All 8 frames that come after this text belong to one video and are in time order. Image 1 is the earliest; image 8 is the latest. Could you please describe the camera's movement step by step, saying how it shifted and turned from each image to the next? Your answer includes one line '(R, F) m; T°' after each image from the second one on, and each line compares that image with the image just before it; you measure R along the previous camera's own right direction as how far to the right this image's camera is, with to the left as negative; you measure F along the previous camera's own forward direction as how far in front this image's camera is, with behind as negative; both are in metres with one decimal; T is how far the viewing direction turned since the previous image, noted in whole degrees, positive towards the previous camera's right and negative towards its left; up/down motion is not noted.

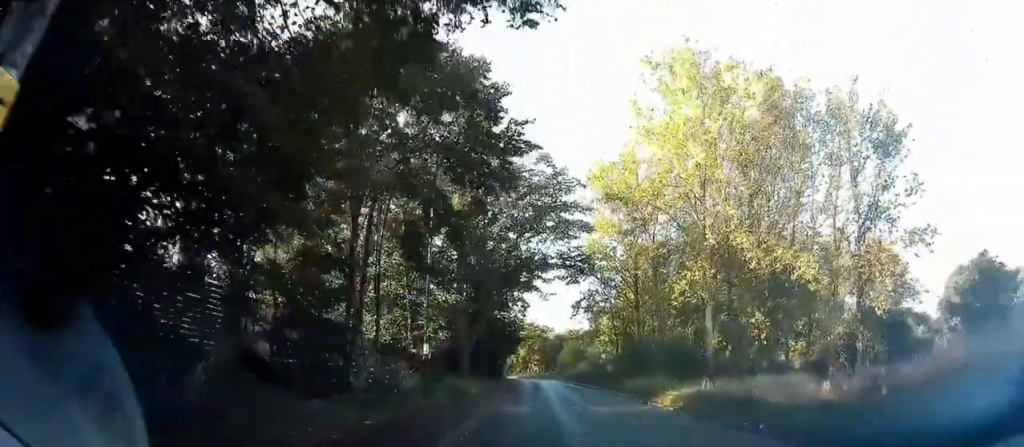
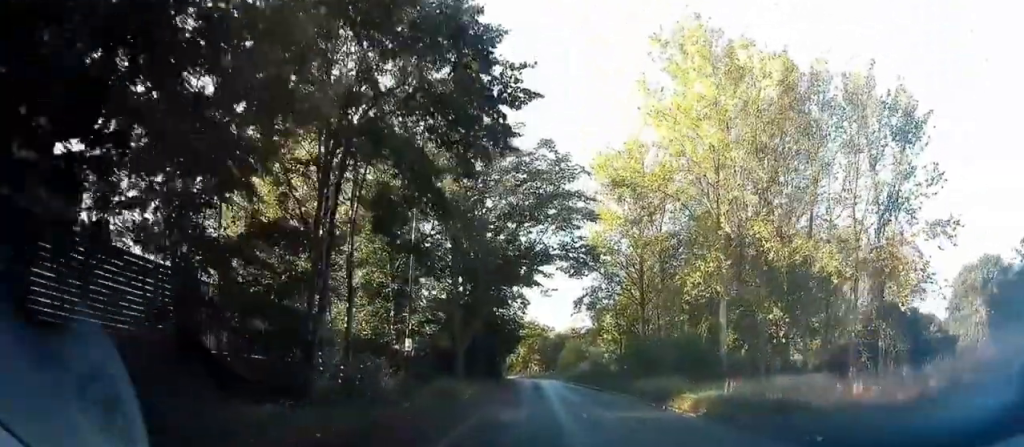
(0.0, +2.3) m; -1°
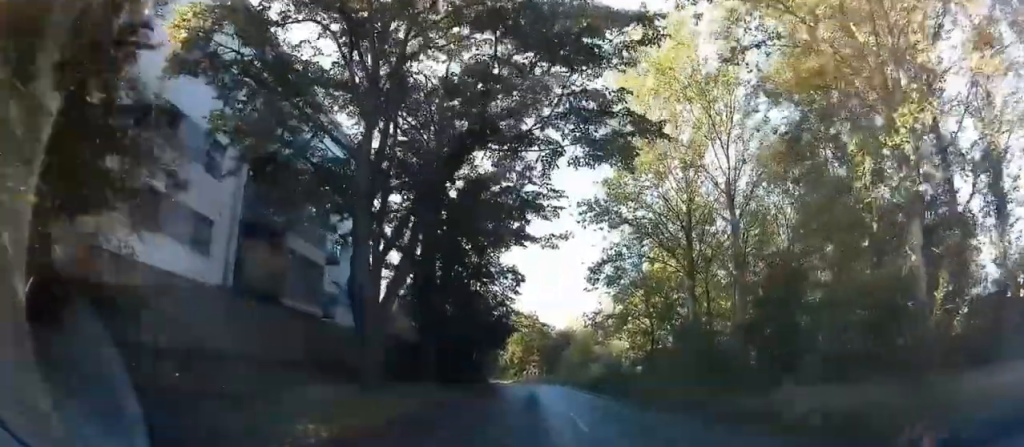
(-0.5, +15.7) m; -4°
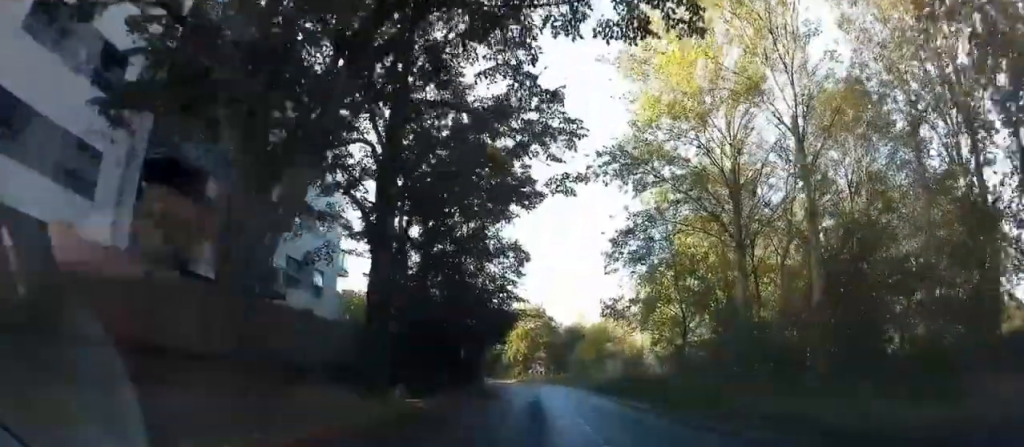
(-0.1, +7.0) m; -1°
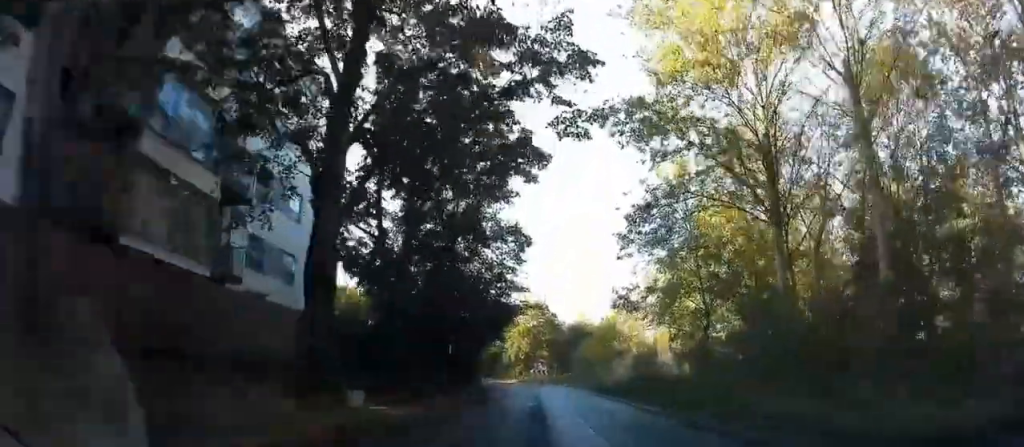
(0.0, +4.0) m; 0°
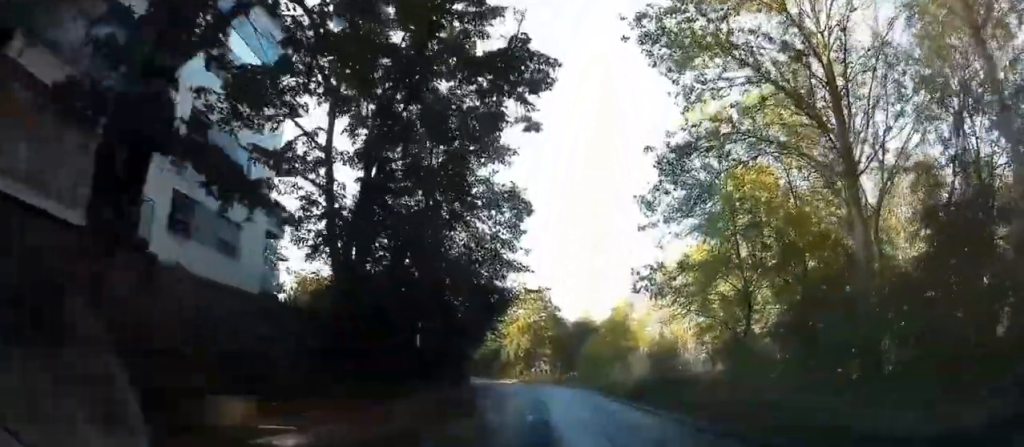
(0.0, +5.7) m; +1°
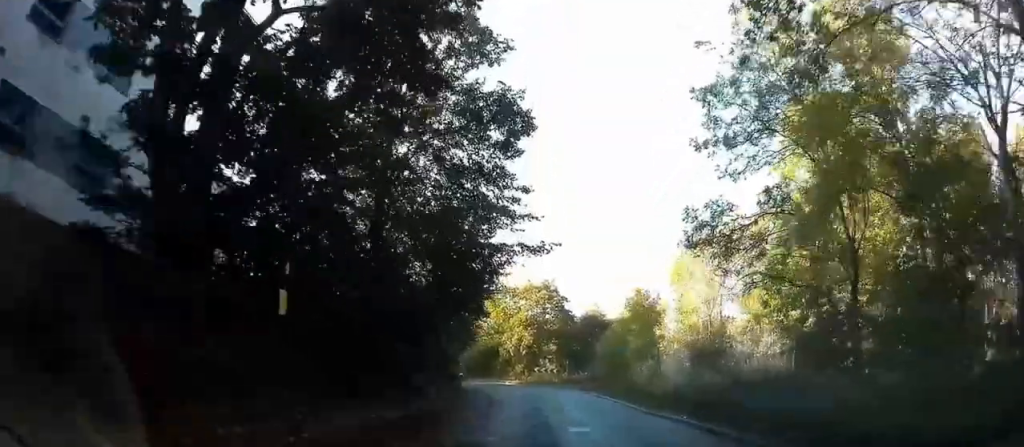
(+0.1, +8.1) m; -1°
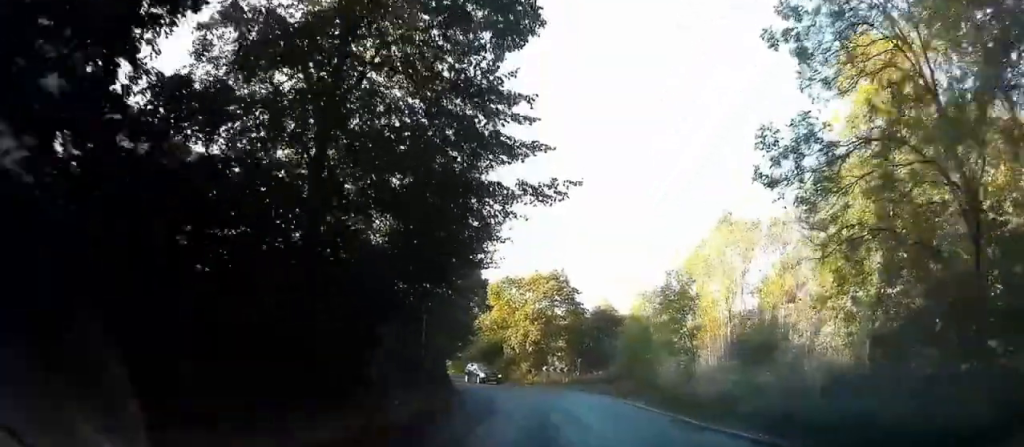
(-0.2, +4.9) m; -1°
